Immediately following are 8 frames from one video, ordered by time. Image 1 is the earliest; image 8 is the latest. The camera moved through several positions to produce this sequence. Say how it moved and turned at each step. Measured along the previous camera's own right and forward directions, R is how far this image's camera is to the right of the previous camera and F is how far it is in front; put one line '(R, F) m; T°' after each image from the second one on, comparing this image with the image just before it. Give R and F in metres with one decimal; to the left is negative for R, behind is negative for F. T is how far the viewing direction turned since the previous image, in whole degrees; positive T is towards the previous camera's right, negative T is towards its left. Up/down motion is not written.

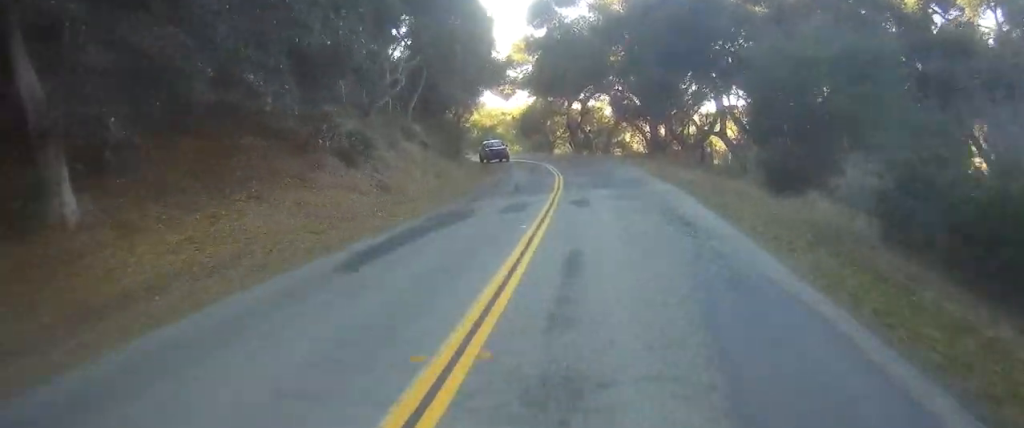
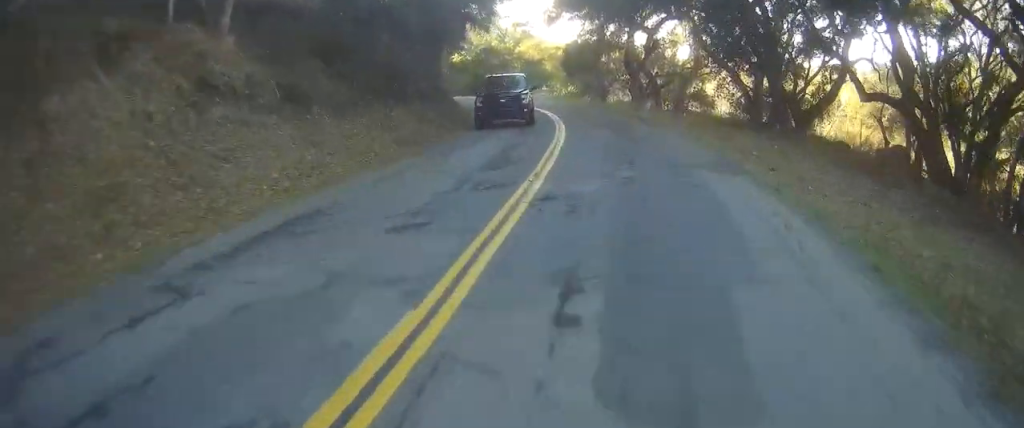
(+0.2, +22.6) m; -1°
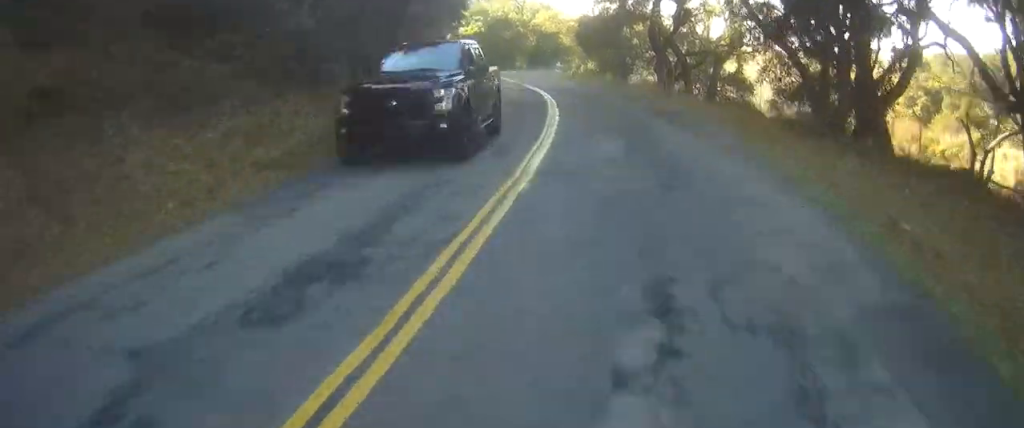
(-0.1, +8.4) m; -2°
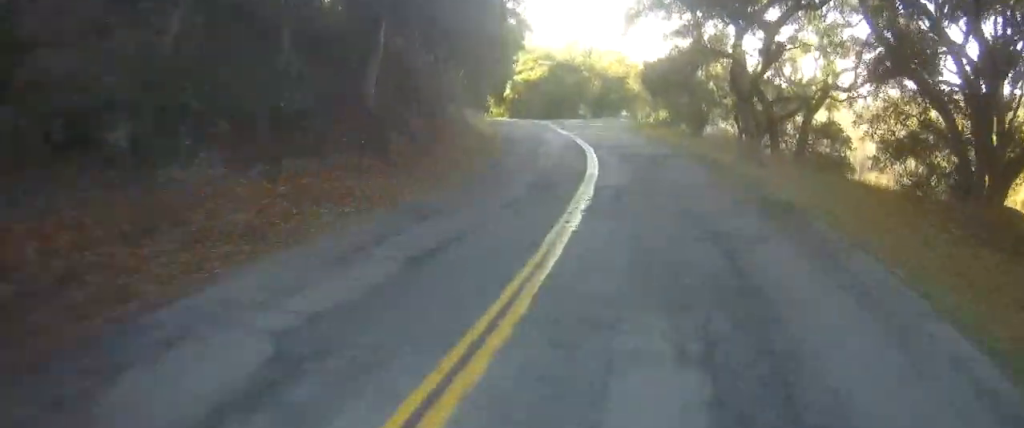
(+0.2, +9.0) m; -3°
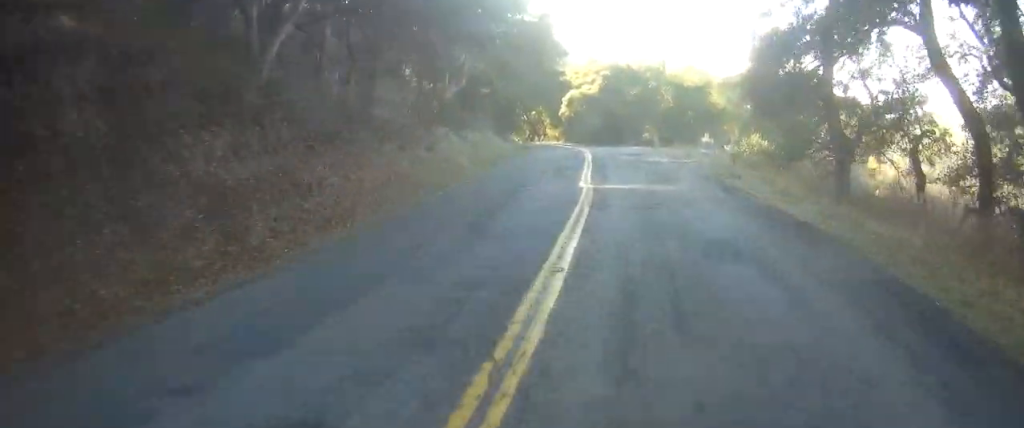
(-2.7, +22.5) m; -14°
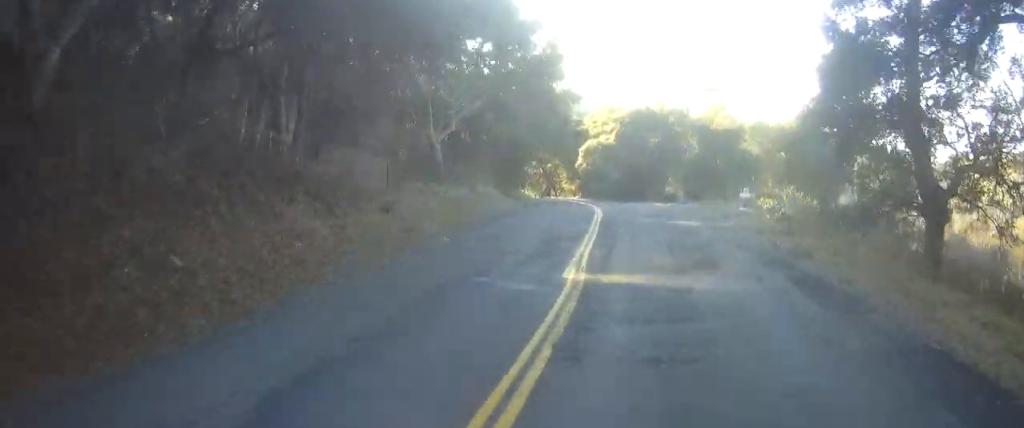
(-0.8, +7.7) m; -3°
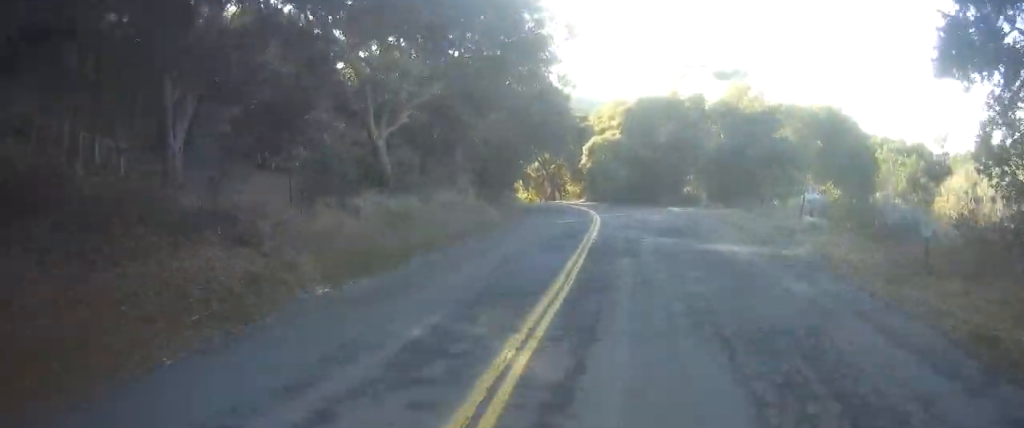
(-0.4, +10.1) m; -3°
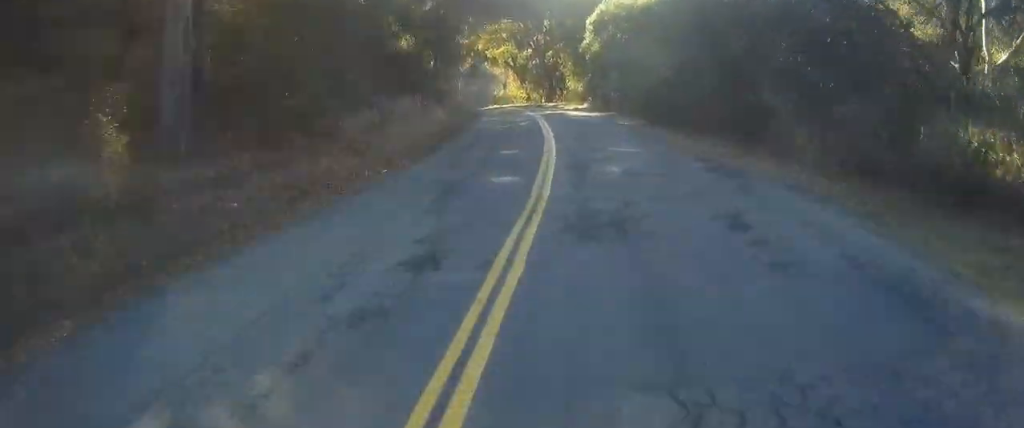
(-1.7, +32.2) m; -11°
